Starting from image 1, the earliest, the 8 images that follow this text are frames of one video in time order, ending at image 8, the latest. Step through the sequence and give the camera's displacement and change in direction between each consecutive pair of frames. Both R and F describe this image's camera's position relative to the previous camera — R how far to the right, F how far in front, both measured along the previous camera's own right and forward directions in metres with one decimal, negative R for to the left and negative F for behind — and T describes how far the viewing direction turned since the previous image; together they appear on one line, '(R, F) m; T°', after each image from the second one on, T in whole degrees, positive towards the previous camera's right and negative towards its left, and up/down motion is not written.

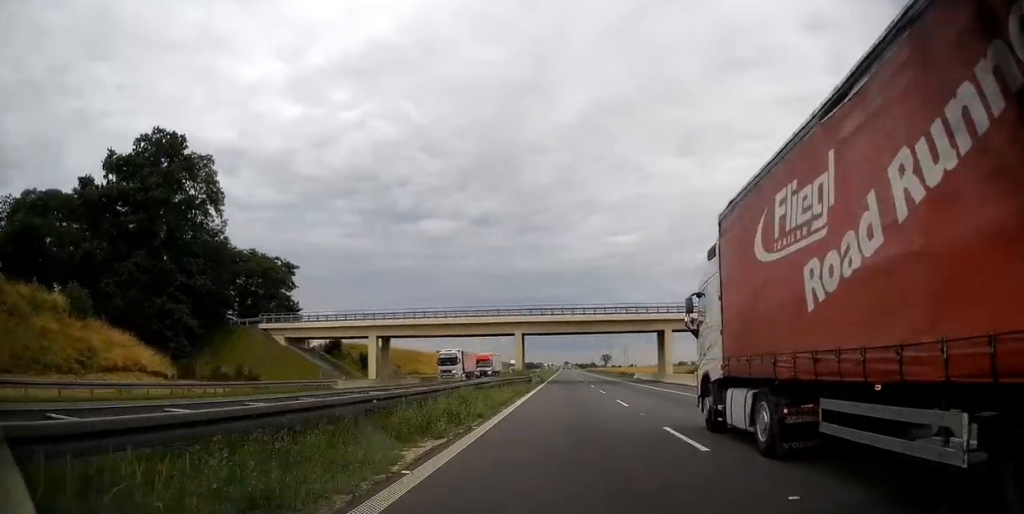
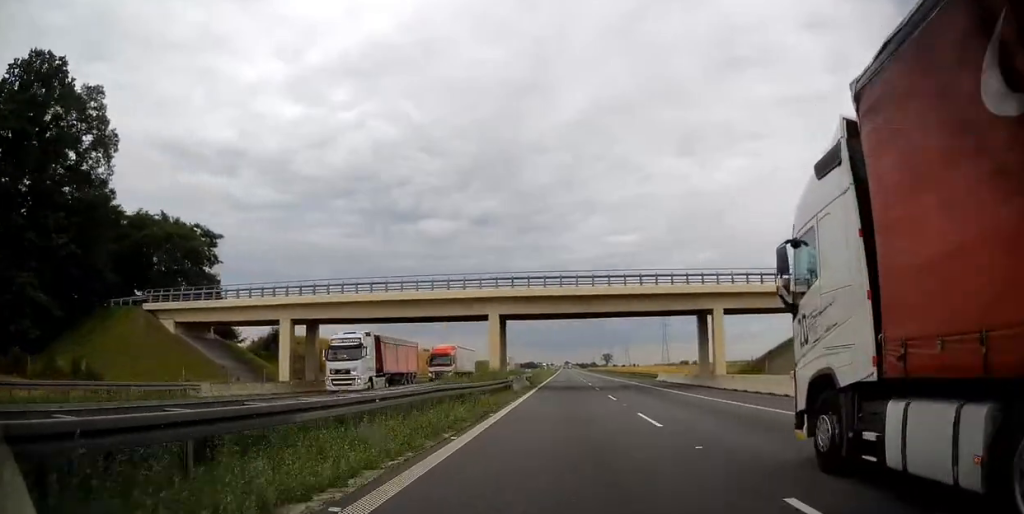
(-0.1, +19.8) m; 0°
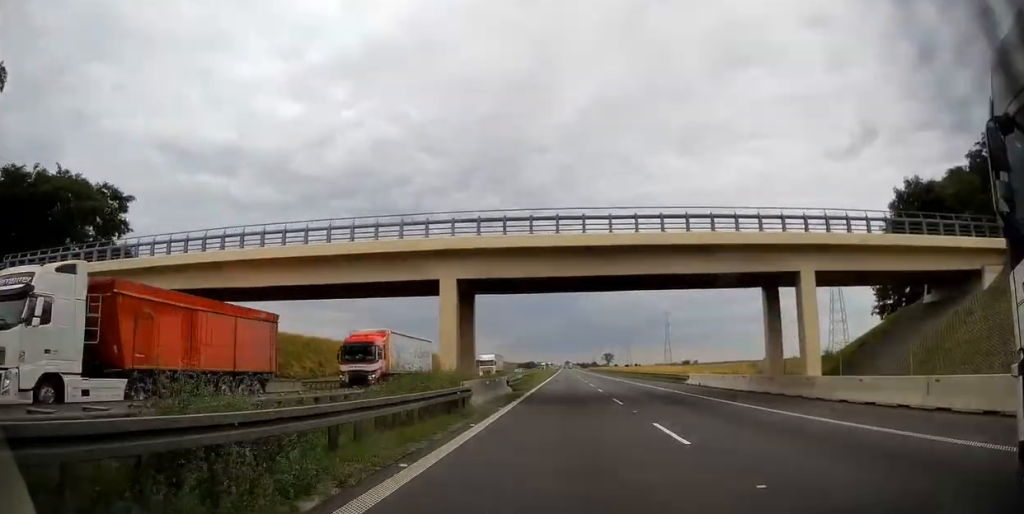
(-0.1, +15.4) m; 0°
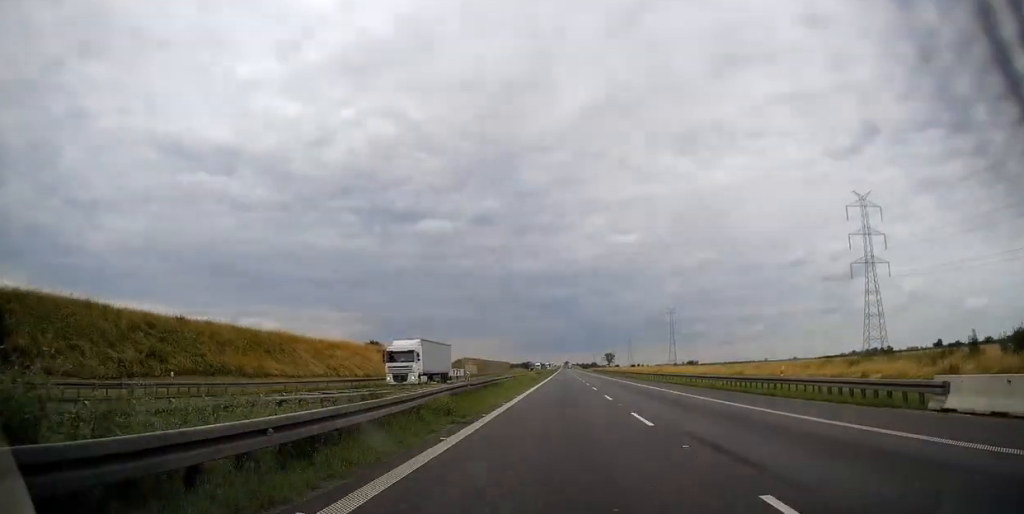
(+0.2, +32.6) m; 0°
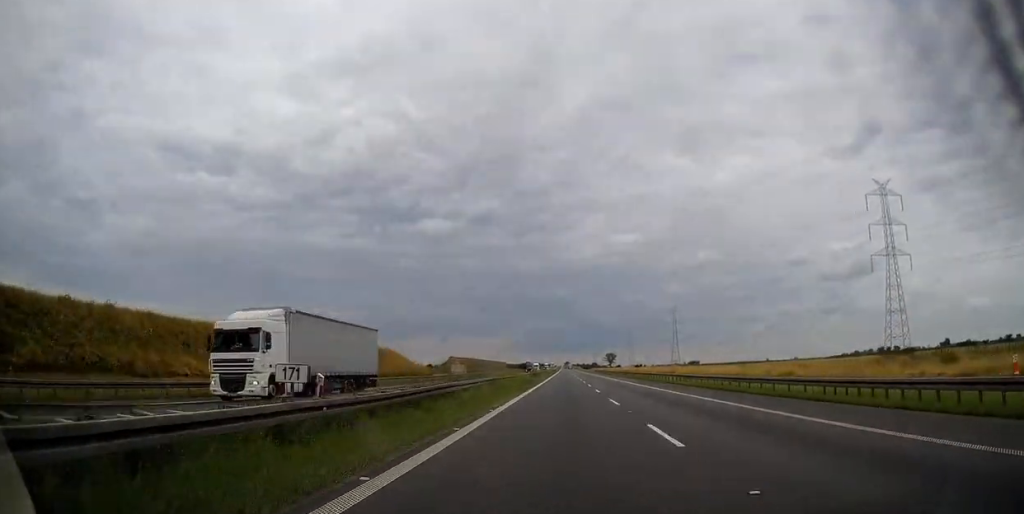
(+0.1, +15.9) m; 0°
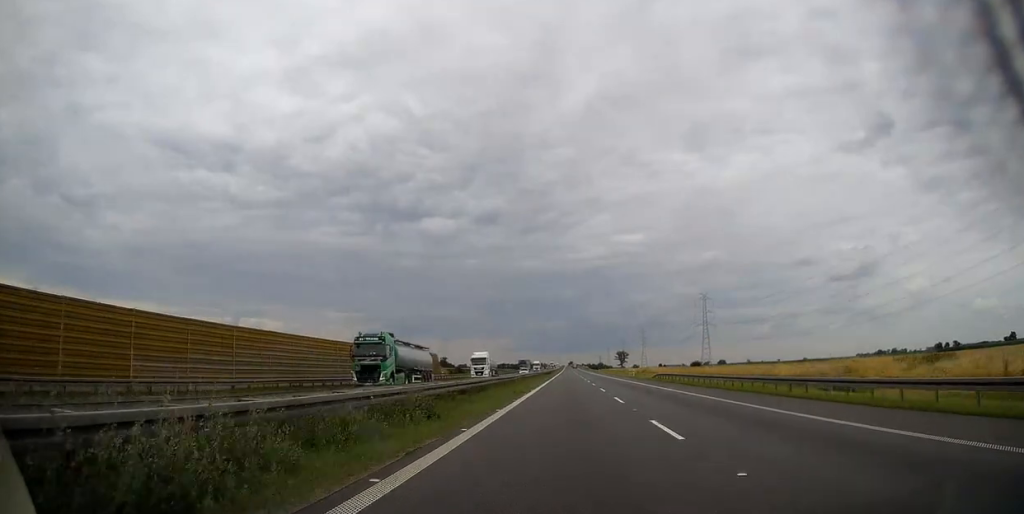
(-0.8, +120.1) m; -1°
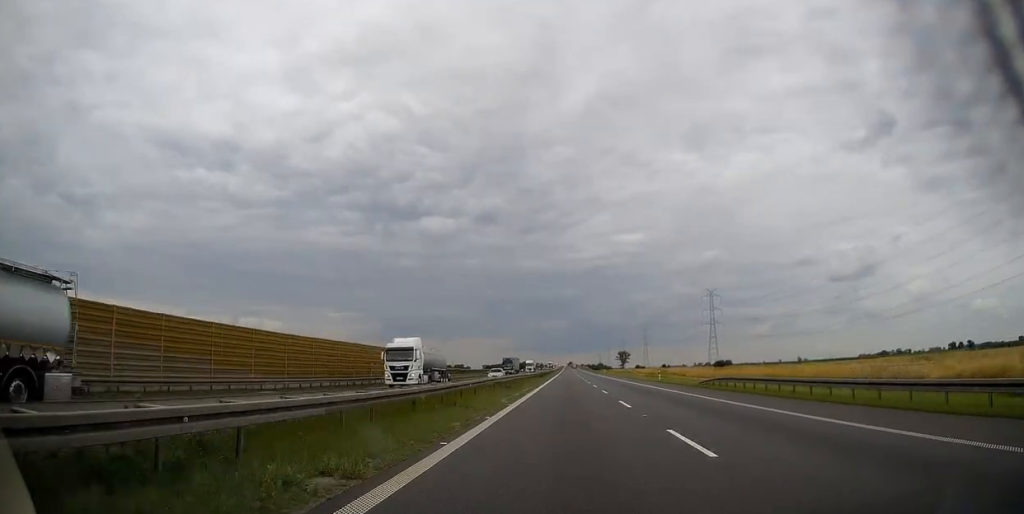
(0.0, +26.4) m; 0°
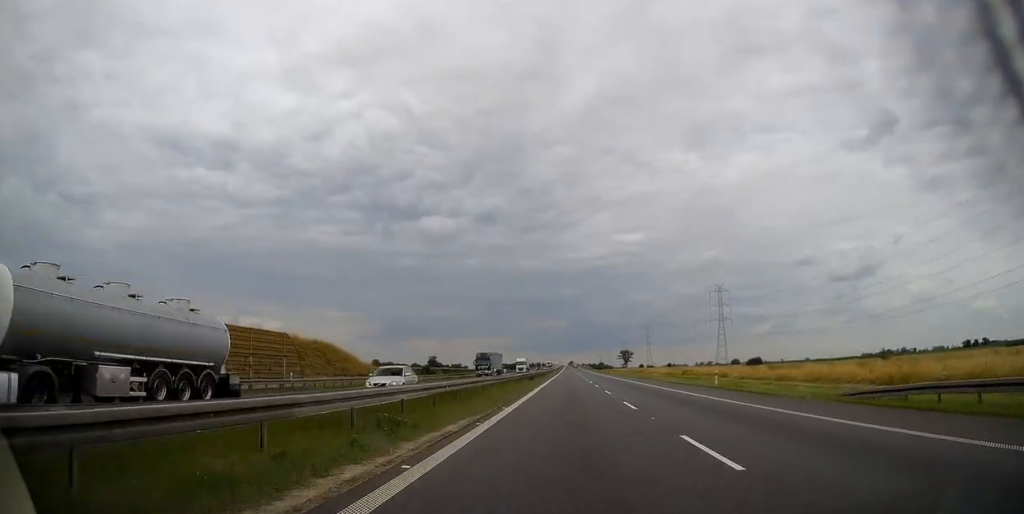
(+0.2, +25.5) m; 0°
